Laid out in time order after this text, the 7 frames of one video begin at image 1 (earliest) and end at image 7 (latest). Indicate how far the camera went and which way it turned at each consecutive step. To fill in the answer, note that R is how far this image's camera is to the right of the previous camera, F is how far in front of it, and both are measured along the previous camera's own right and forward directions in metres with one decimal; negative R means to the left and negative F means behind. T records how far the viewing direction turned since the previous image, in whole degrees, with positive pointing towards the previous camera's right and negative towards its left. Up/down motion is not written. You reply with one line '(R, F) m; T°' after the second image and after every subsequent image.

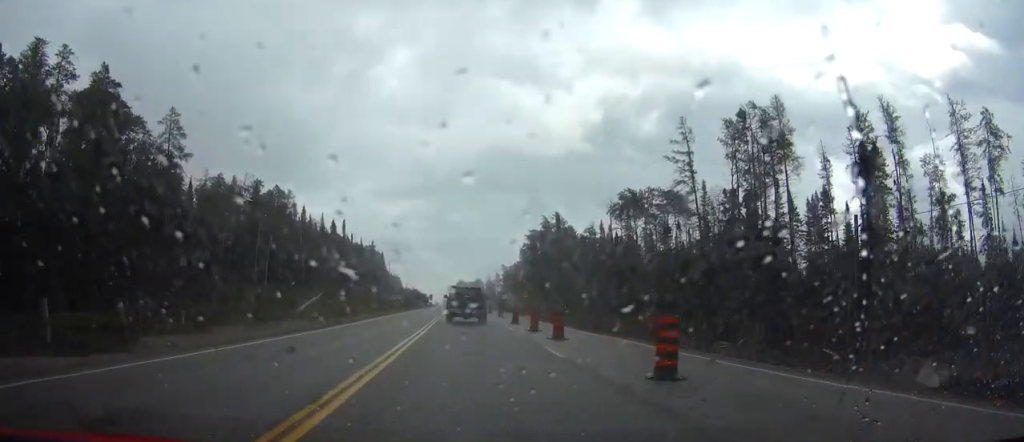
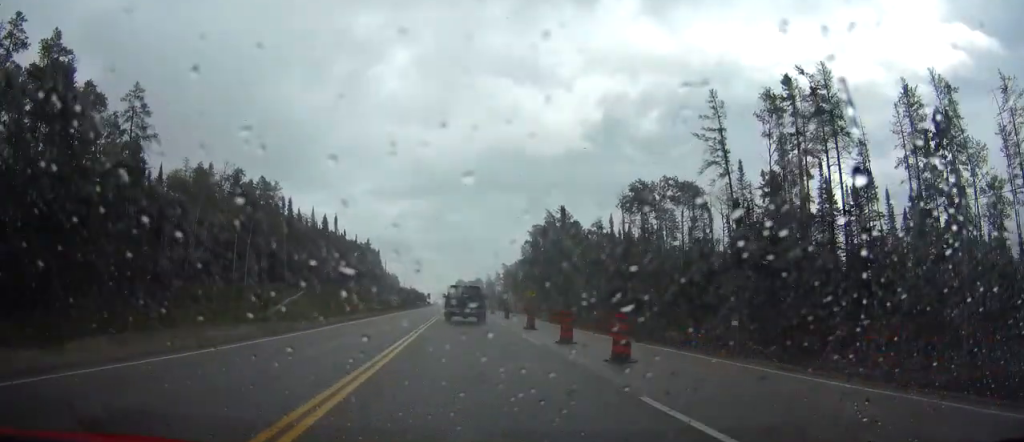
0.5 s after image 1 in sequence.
(0.0, +9.3) m; 0°
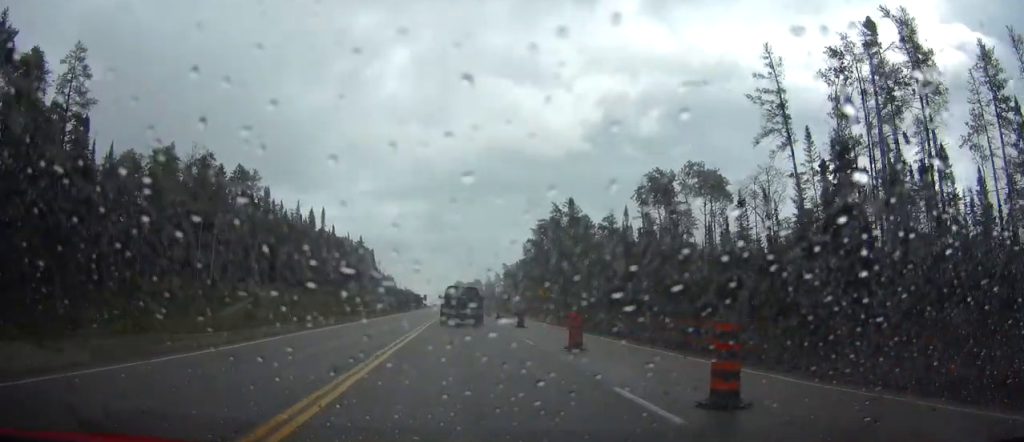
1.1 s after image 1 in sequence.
(+0.1, +12.6) m; 0°
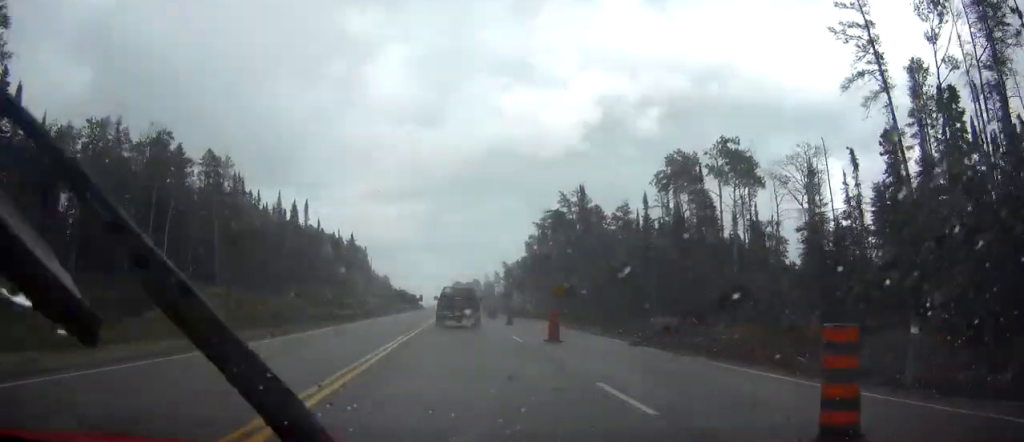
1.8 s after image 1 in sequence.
(0.0, +13.2) m; 0°
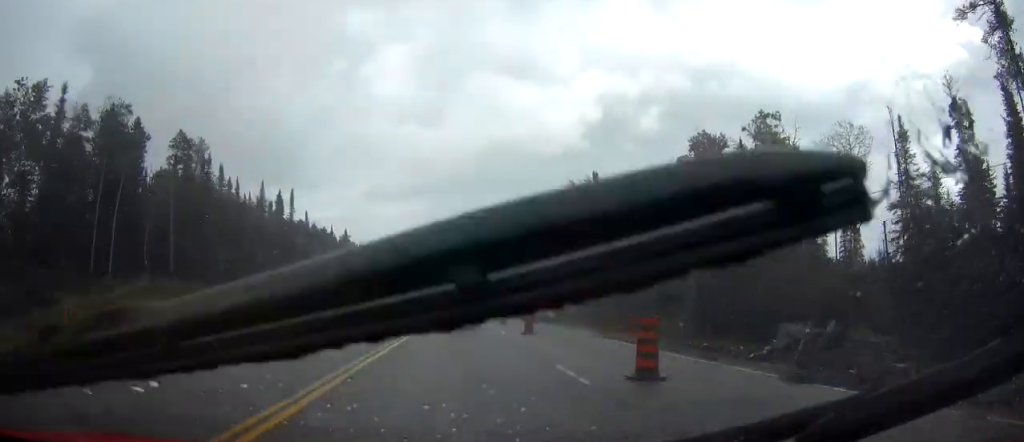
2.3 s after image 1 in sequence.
(0.0, +11.2) m; 0°
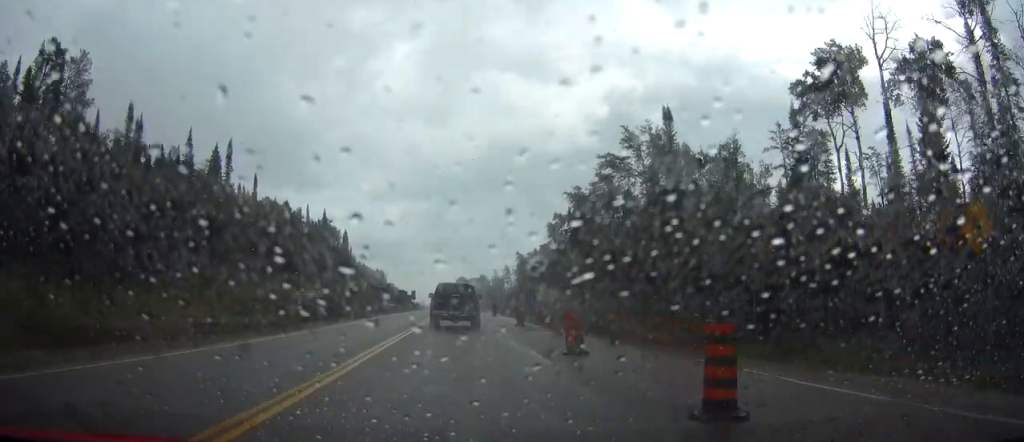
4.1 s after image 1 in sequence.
(-0.1, +34.7) m; -1°
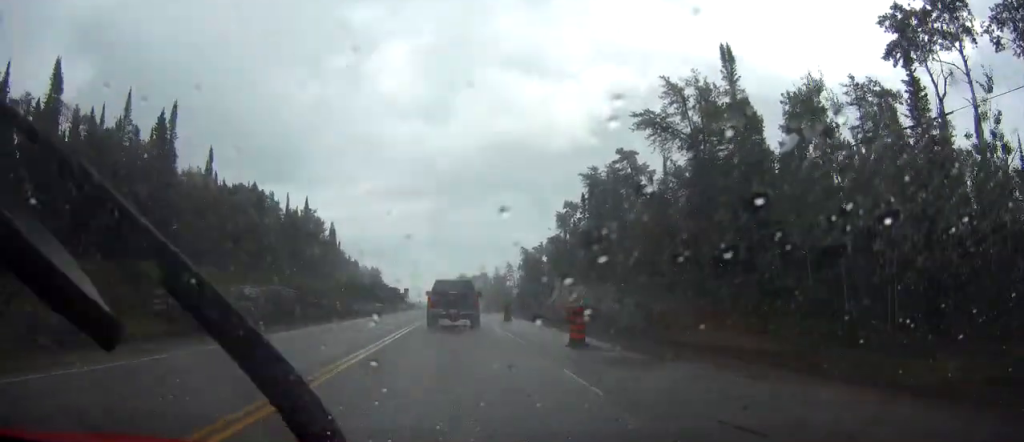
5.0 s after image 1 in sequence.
(-0.1, +16.8) m; 0°
